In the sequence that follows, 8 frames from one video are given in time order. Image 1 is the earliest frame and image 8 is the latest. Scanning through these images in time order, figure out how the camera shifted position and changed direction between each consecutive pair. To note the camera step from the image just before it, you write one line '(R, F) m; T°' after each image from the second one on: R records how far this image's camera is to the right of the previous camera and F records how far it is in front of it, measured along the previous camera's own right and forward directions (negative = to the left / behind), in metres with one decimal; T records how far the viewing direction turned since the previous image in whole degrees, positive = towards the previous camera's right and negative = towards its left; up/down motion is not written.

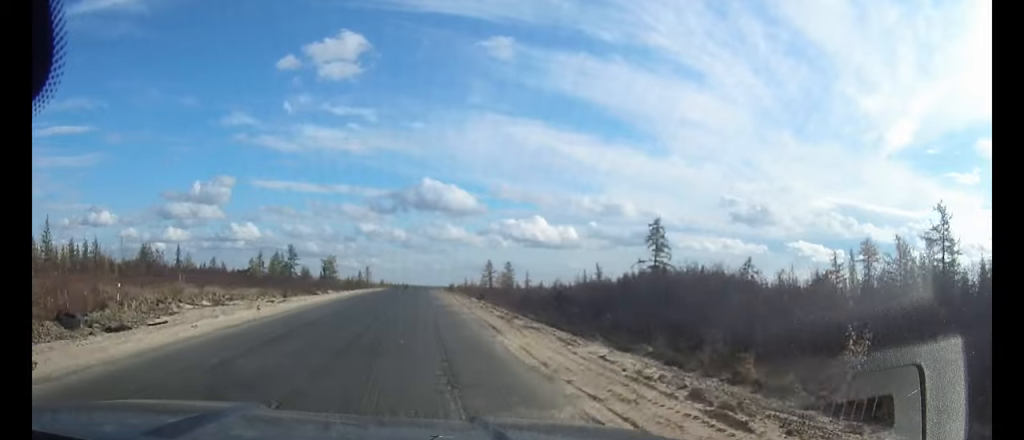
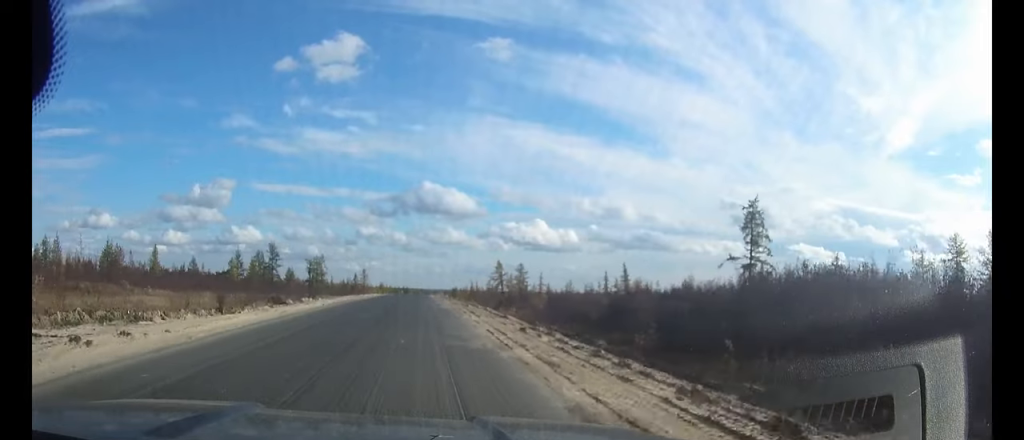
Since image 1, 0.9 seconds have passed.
(0.0, +18.3) m; 0°
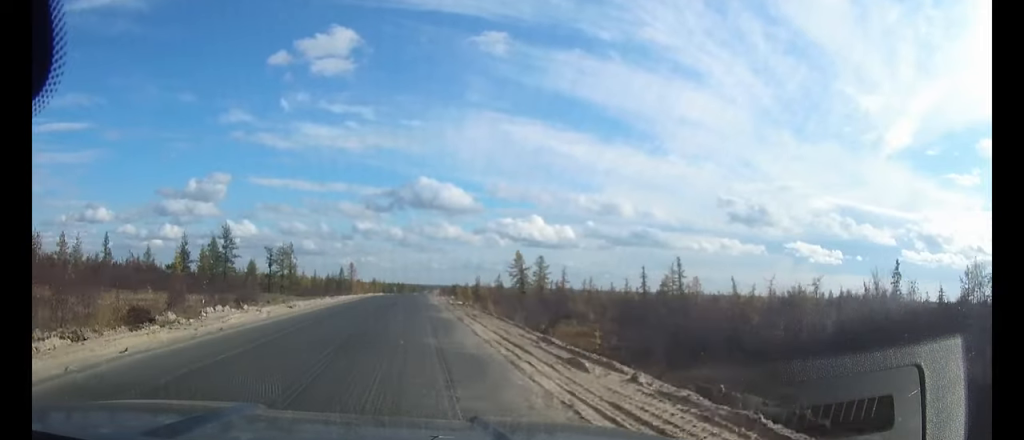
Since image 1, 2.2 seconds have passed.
(0.0, +29.2) m; 0°
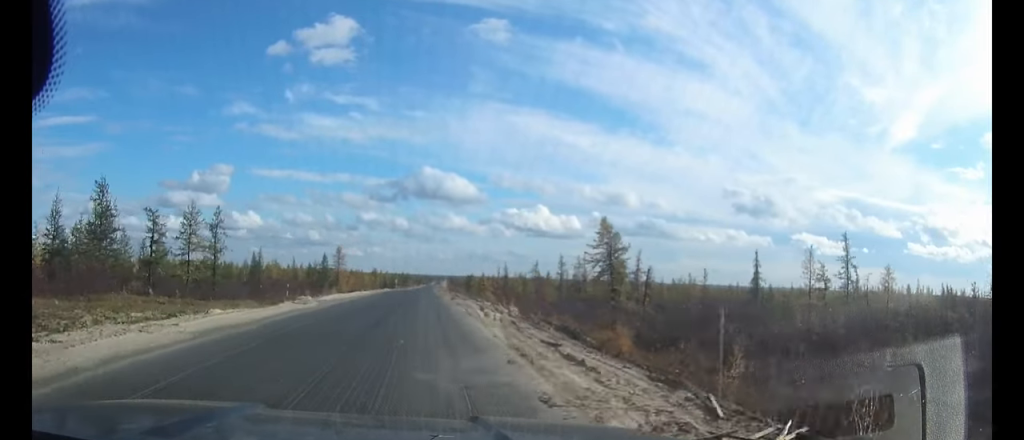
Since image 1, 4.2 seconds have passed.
(-0.1, +41.8) m; 0°
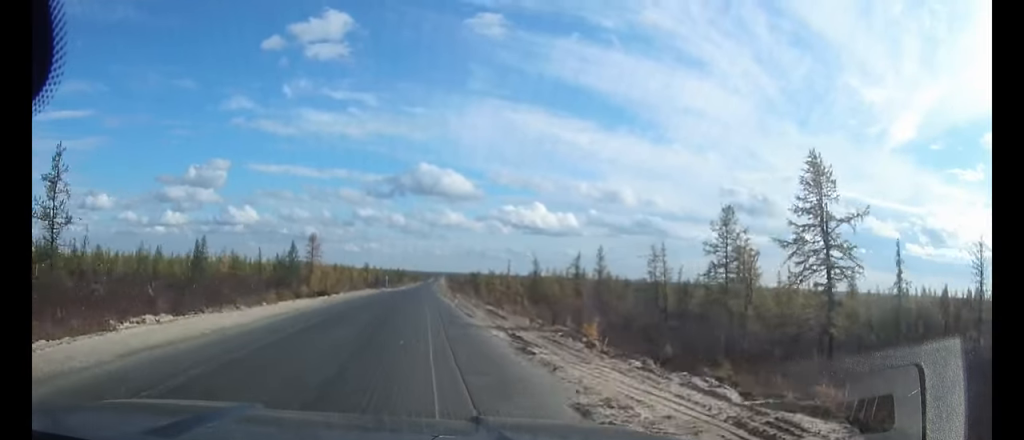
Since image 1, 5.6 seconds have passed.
(0.0, +29.4) m; 0°
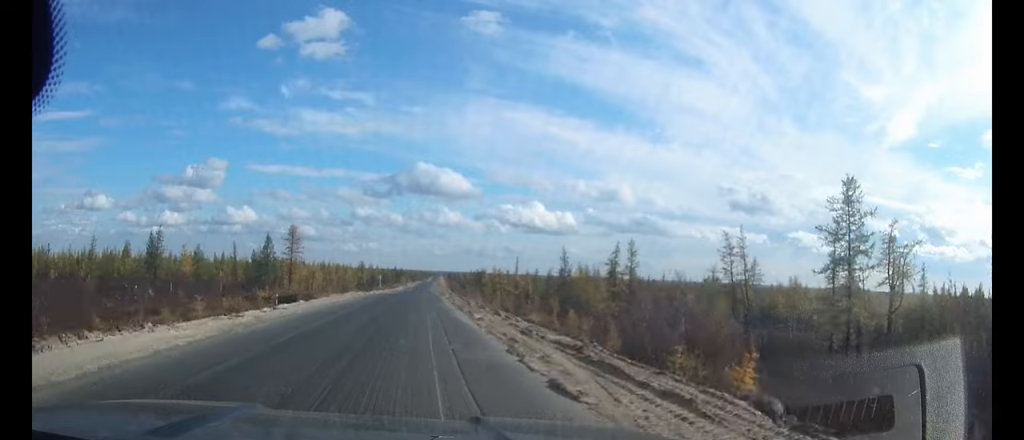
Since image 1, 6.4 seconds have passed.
(0.0, +15.4) m; 0°
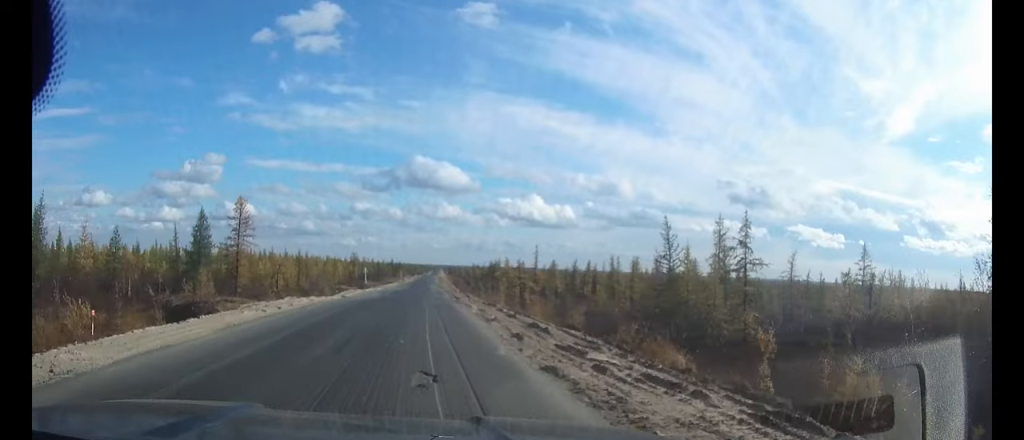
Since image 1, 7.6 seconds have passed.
(-0.1, +27.2) m; 0°
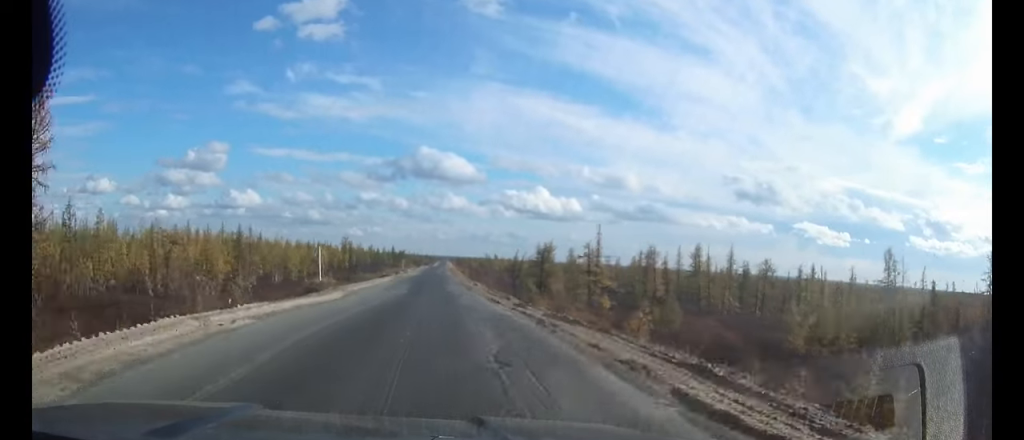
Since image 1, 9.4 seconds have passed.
(+0.3, +38.7) m; +1°
